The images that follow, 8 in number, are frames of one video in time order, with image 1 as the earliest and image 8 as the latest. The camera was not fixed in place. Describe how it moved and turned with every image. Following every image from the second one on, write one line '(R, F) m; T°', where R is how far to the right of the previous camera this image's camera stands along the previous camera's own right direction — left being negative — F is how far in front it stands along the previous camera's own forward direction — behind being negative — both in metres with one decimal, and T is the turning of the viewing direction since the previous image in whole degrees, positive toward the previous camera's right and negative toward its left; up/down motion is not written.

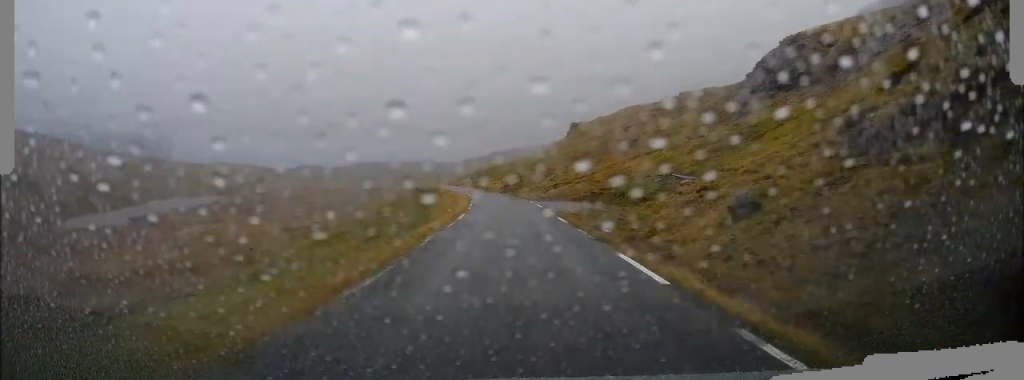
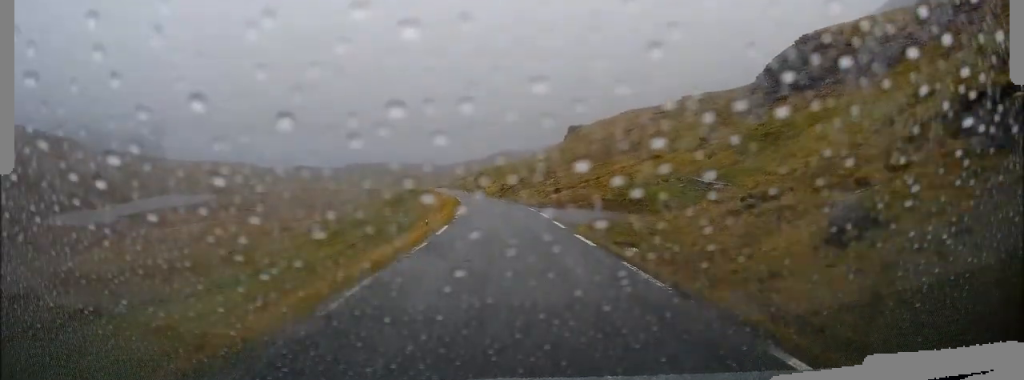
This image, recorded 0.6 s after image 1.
(0.0, +6.7) m; 0°
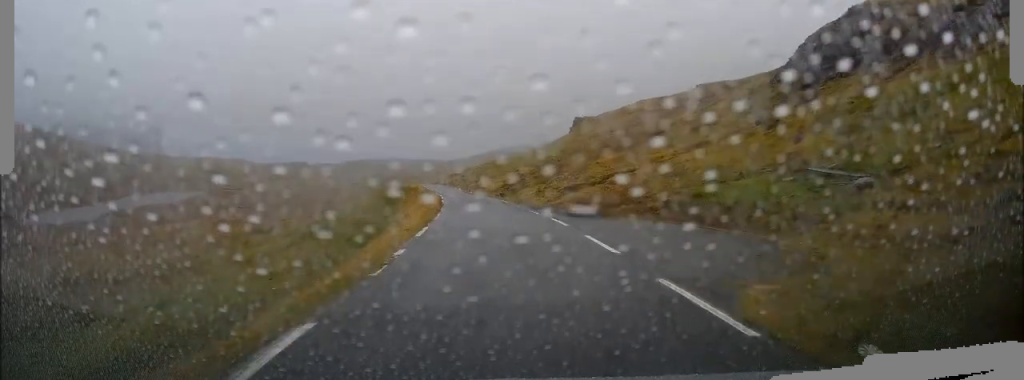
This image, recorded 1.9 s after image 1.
(0.0, +14.8) m; 0°
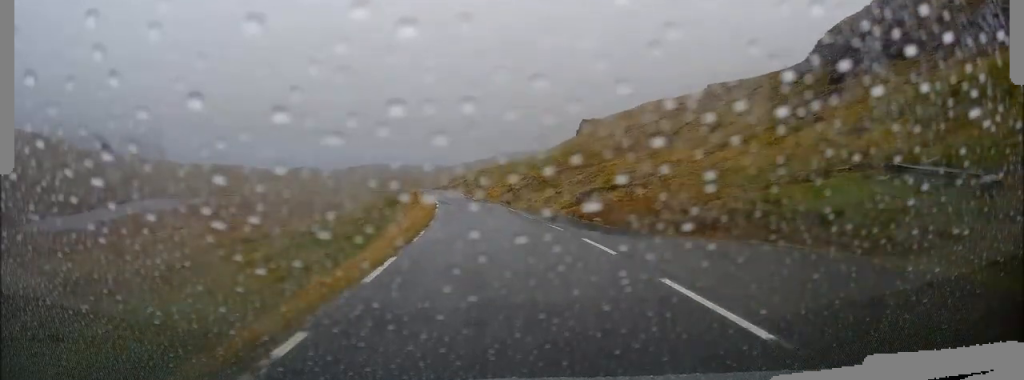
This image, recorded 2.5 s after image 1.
(0.0, +6.3) m; 0°
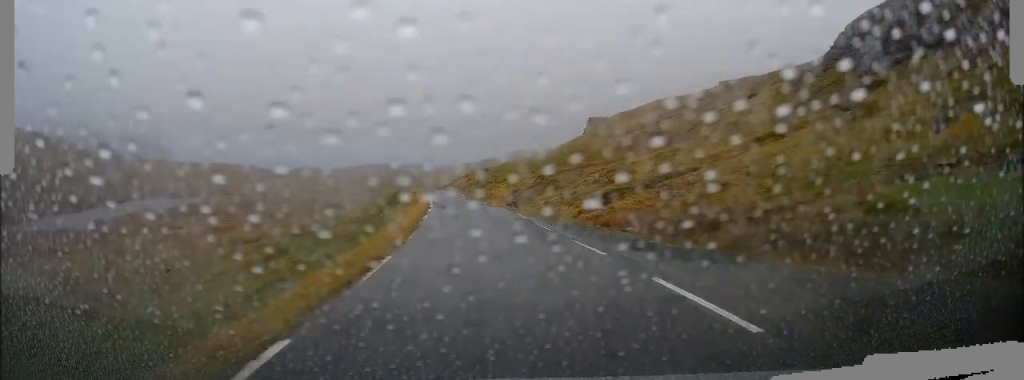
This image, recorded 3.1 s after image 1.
(0.0, +6.3) m; 0°
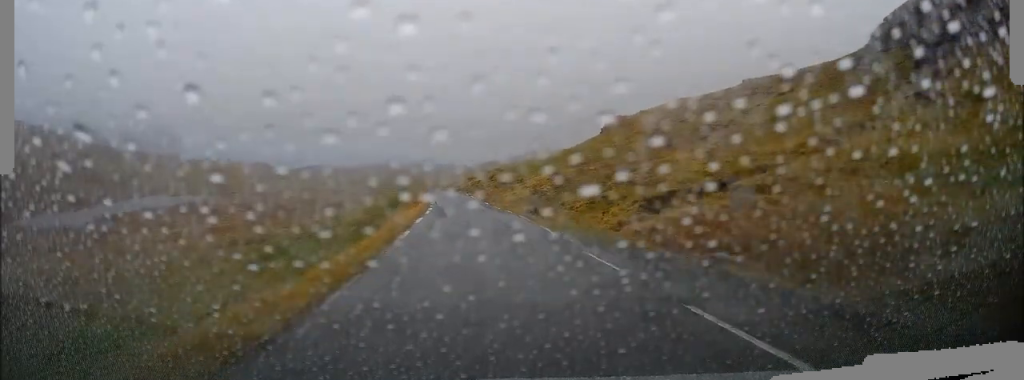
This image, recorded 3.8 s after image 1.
(-0.1, +8.1) m; +1°
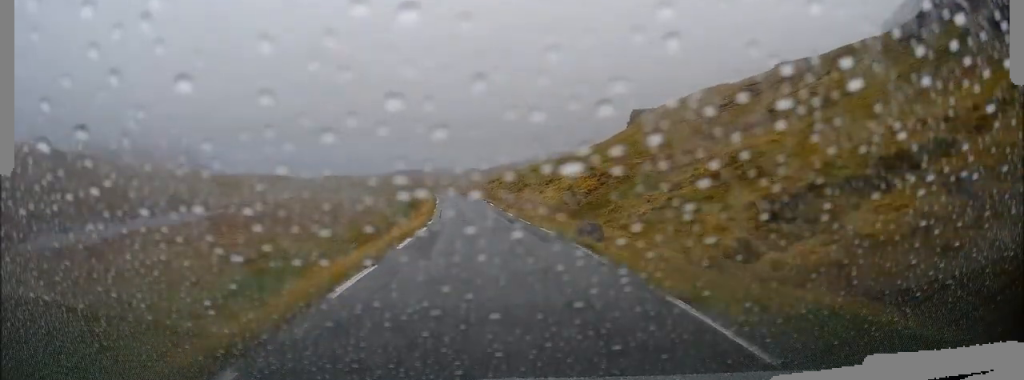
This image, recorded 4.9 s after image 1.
(+0.3, +12.1) m; 0°
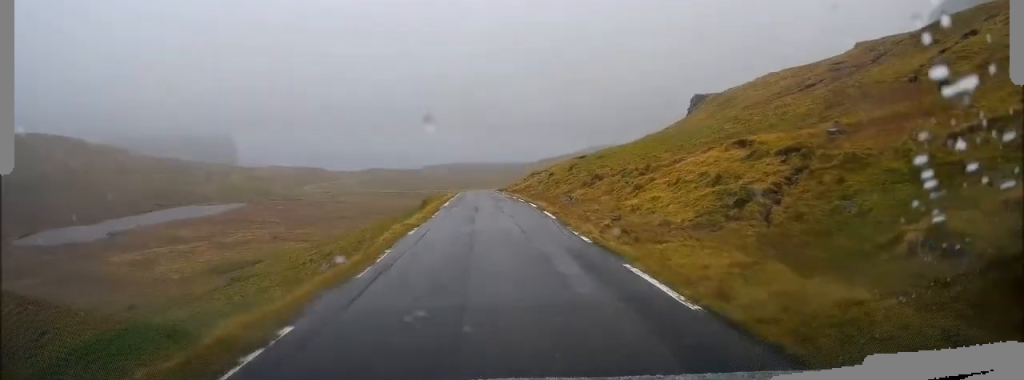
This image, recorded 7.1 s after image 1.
(-1.3, +23.2) m; -5°
